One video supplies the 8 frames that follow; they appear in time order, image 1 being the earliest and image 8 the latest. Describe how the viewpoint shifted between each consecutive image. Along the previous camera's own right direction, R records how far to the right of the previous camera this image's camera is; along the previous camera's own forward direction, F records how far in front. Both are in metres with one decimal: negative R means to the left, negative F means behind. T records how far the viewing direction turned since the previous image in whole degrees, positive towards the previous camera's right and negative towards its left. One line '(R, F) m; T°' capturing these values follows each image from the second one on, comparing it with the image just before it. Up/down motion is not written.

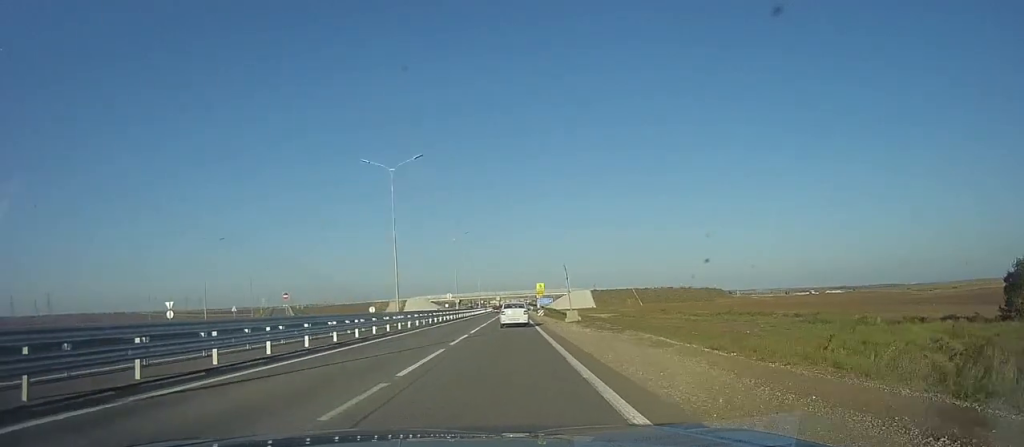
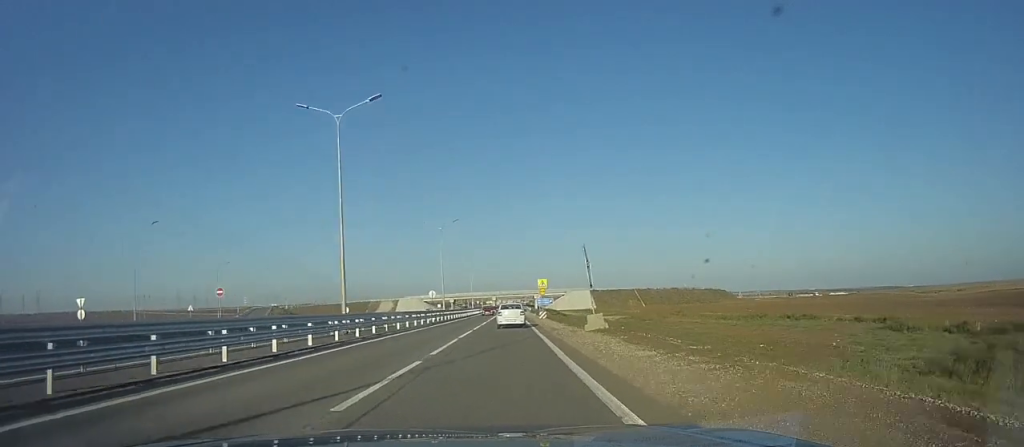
(-0.1, +11.4) m; 0°
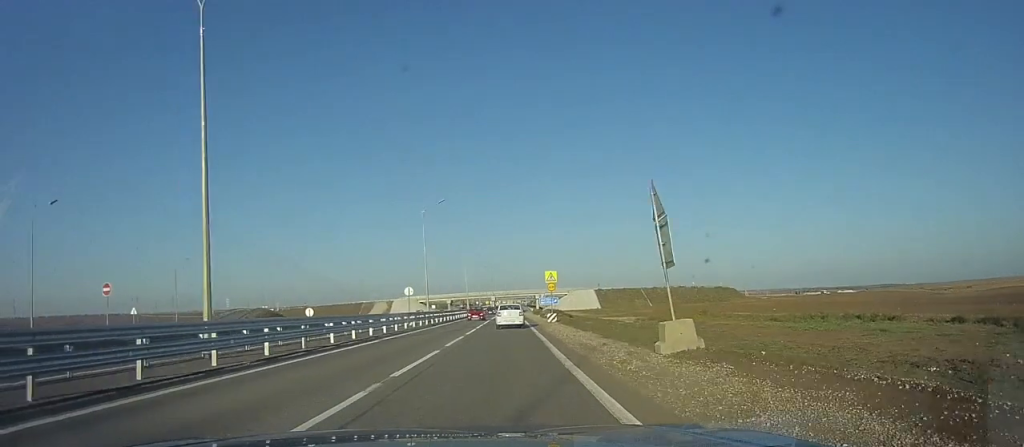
(0.0, +12.0) m; 0°
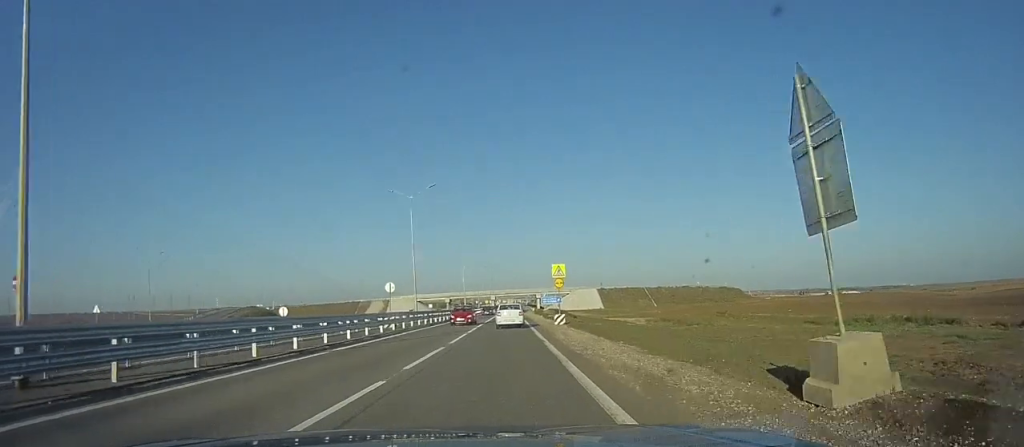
(0.0, +6.6) m; 0°
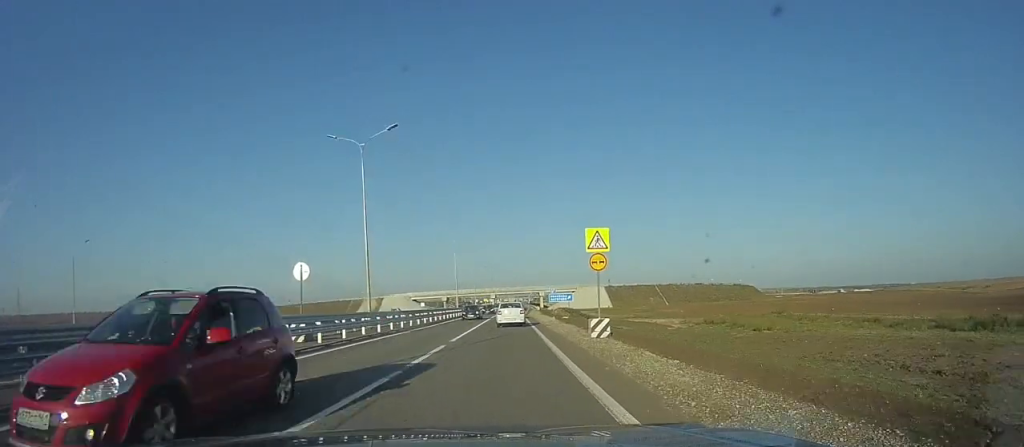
(0.0, +15.2) m; 0°
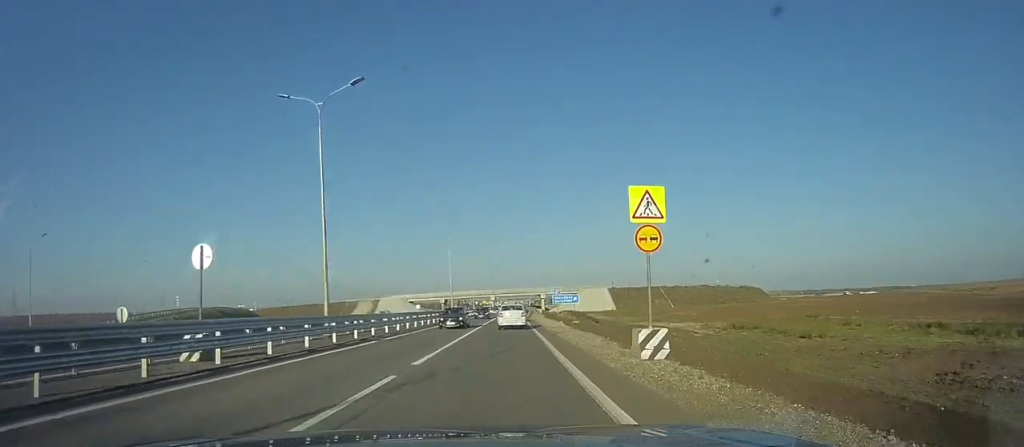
(0.0, +7.2) m; 0°
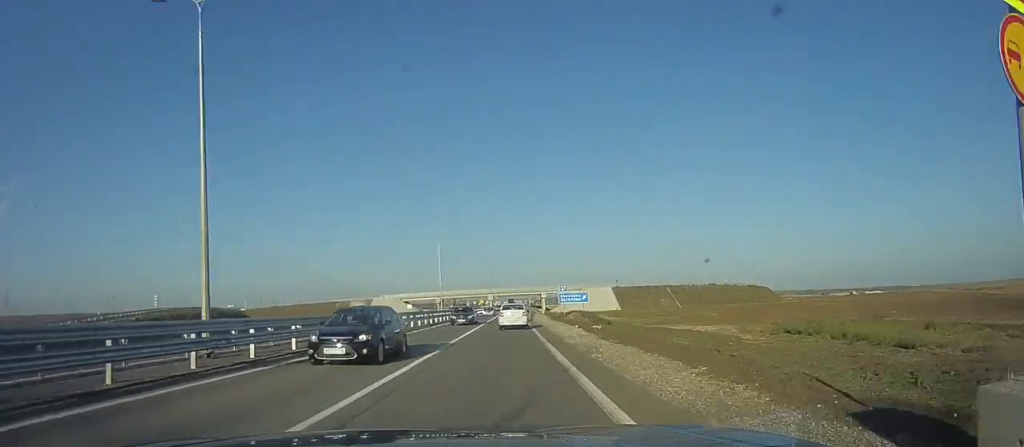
(0.0, +9.8) m; 0°
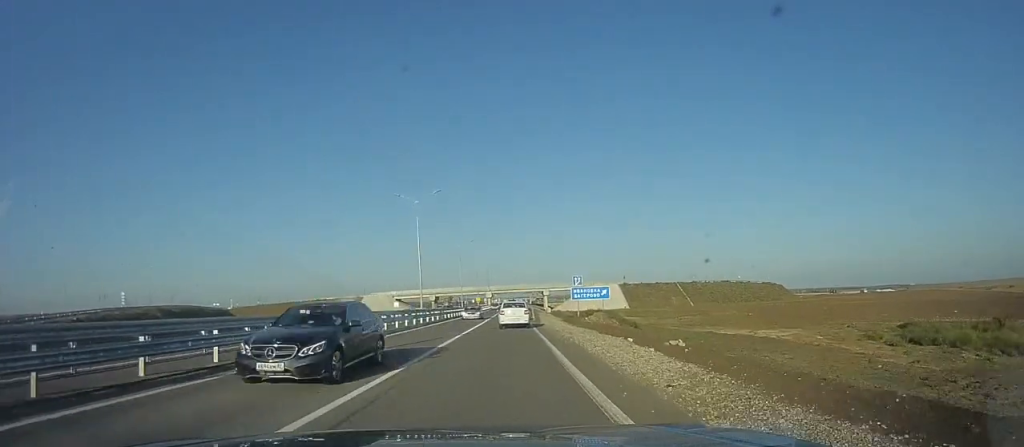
(0.0, +13.7) m; 0°
